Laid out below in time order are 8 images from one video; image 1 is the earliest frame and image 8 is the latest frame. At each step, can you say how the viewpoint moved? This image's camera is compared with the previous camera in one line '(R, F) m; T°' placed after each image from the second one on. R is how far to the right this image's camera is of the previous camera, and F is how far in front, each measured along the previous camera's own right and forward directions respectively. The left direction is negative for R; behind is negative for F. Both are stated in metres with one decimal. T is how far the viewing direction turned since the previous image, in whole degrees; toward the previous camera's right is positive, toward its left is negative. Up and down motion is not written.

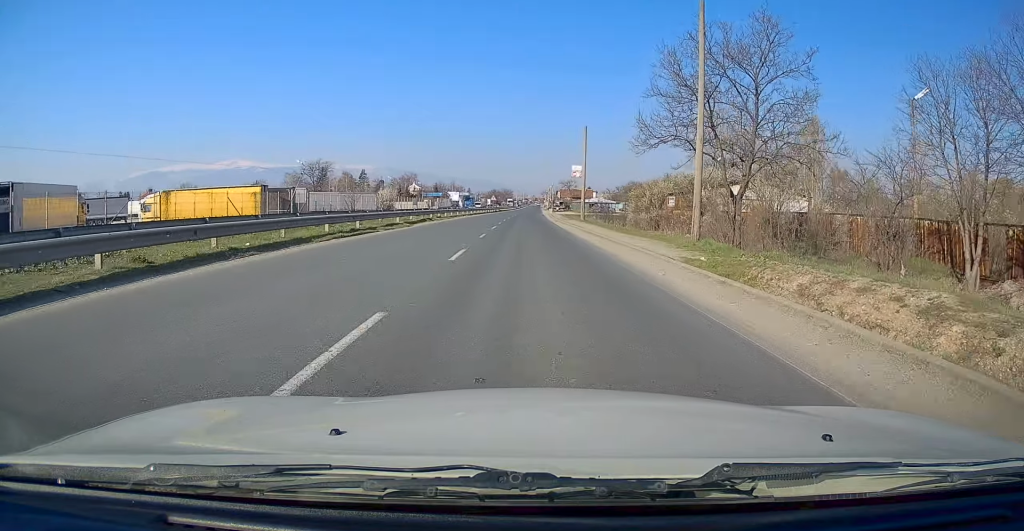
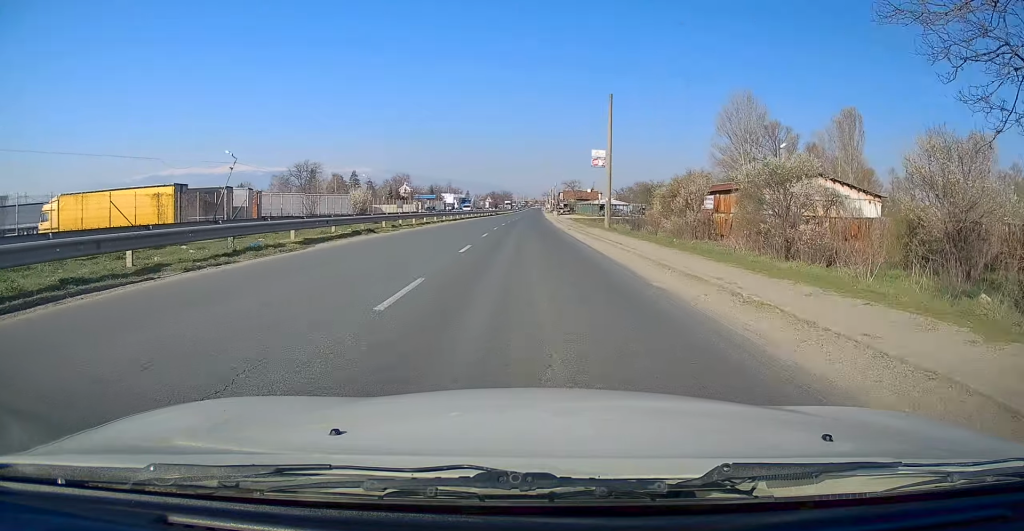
(+0.3, +14.8) m; +1°
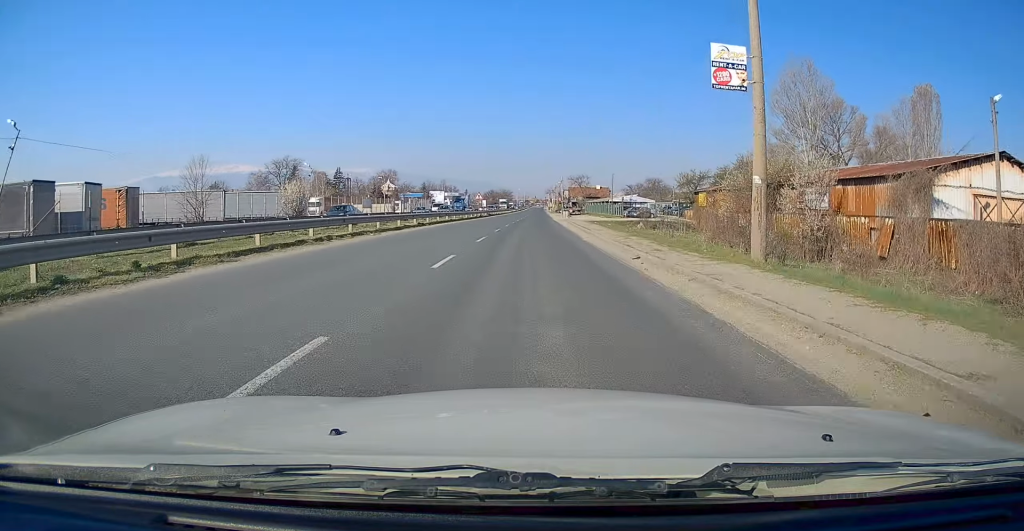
(-0.4, +22.2) m; -1°
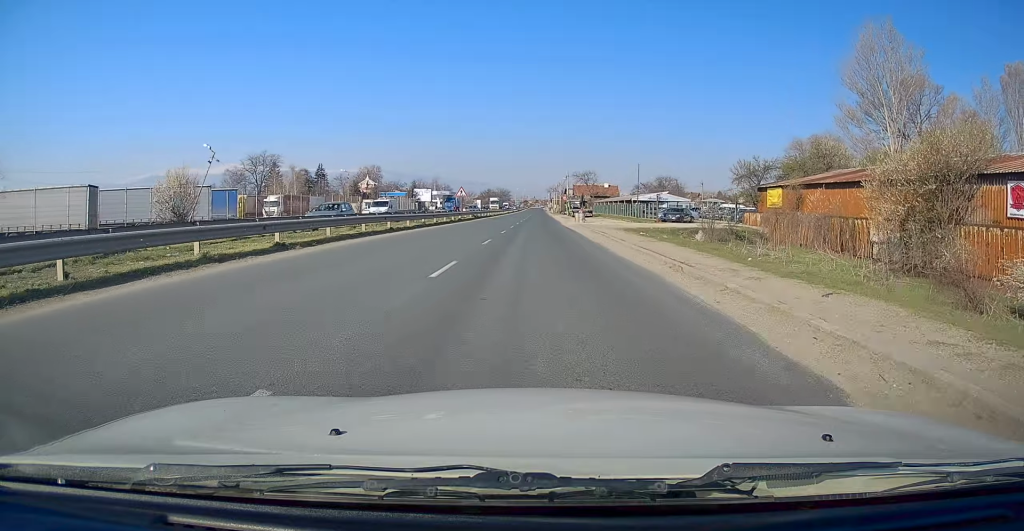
(+0.2, +19.5) m; +1°
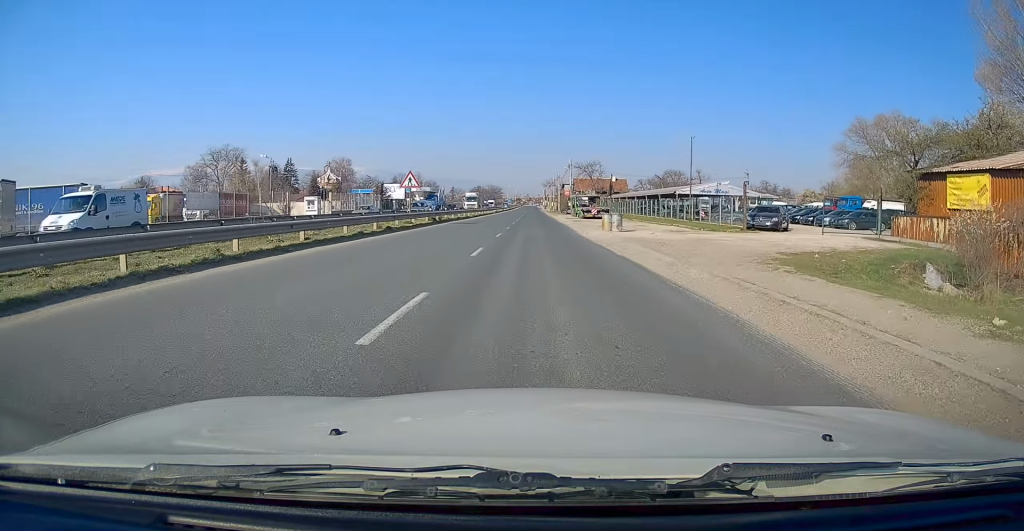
(+0.1, +22.6) m; 0°
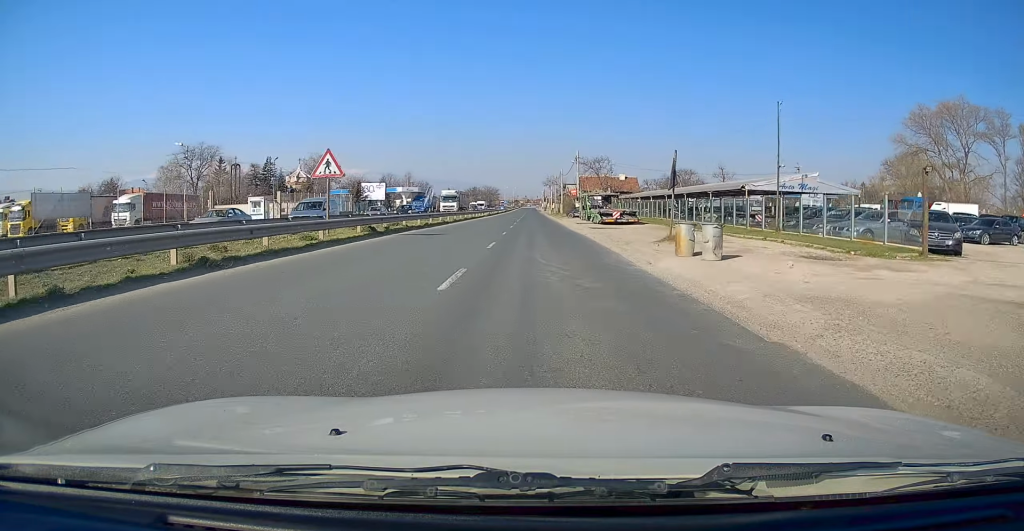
(0.0, +14.7) m; 0°
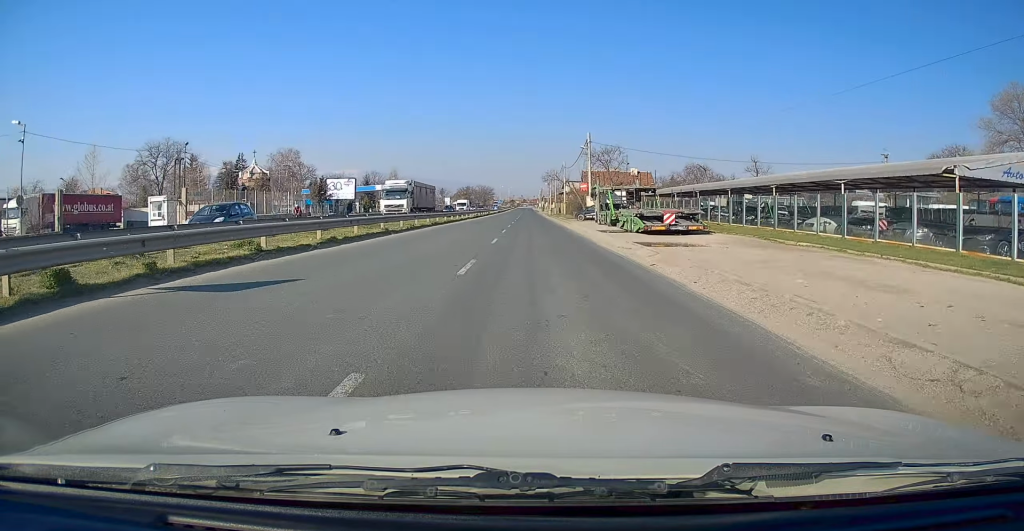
(-0.1, +16.2) m; 0°
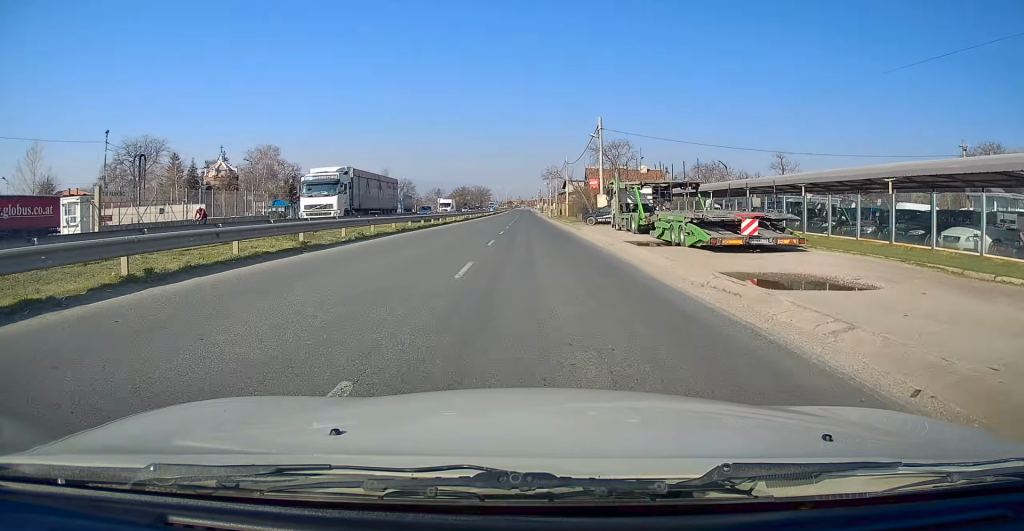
(0.0, +9.4) m; 0°
